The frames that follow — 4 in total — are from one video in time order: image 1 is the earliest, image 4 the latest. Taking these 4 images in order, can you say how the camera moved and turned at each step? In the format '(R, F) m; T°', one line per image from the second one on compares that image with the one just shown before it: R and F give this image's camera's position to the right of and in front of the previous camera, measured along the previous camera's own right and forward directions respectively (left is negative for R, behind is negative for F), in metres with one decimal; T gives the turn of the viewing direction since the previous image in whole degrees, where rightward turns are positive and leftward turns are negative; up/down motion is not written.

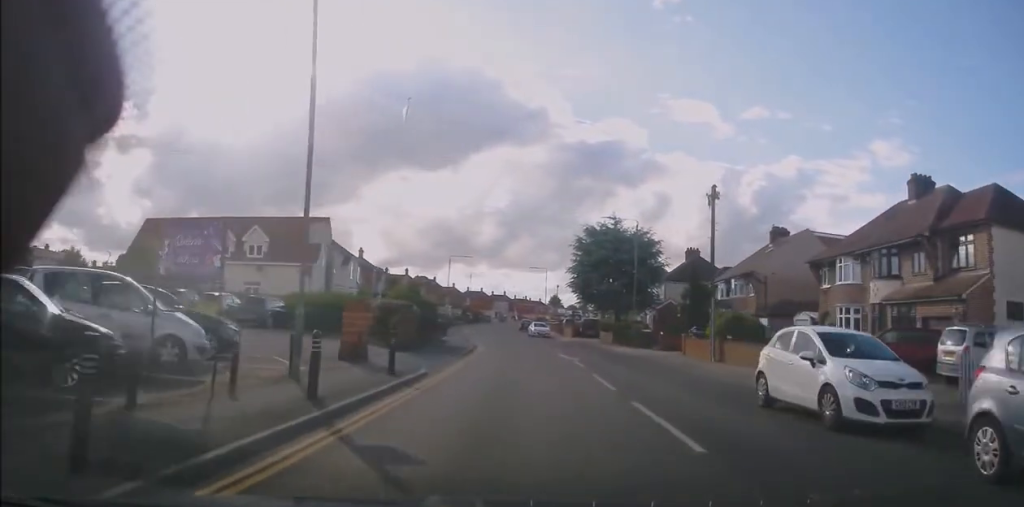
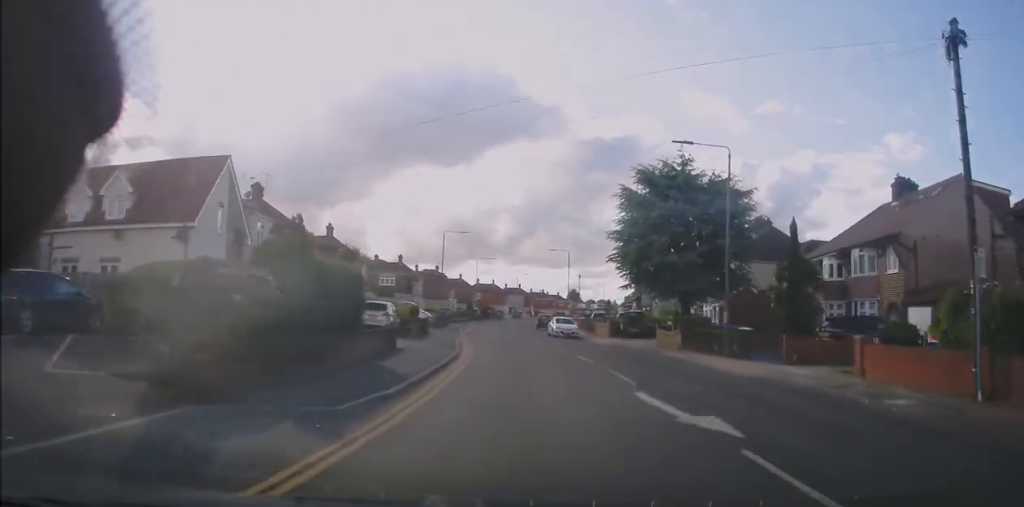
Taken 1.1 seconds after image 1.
(-0.3, +16.4) m; -1°
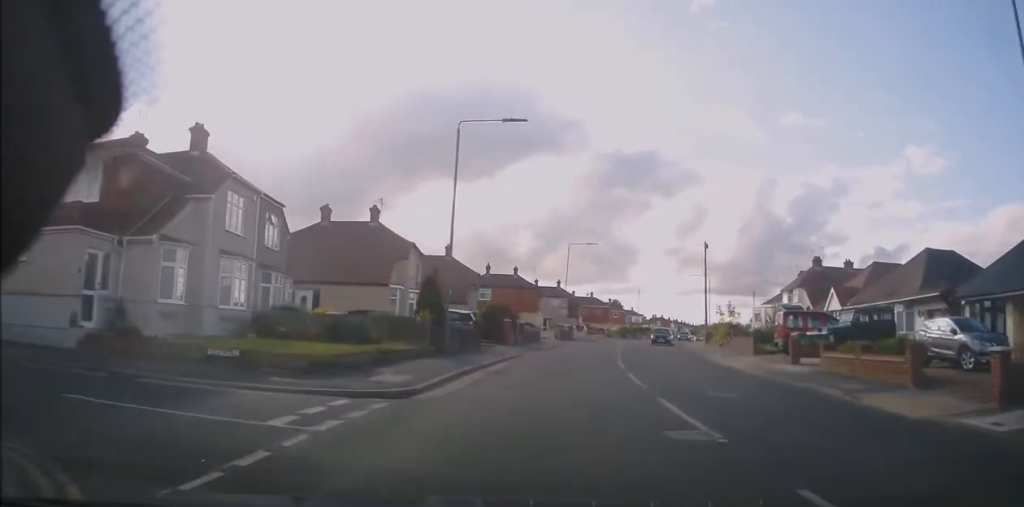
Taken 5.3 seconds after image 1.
(-2.3, +61.2) m; 0°
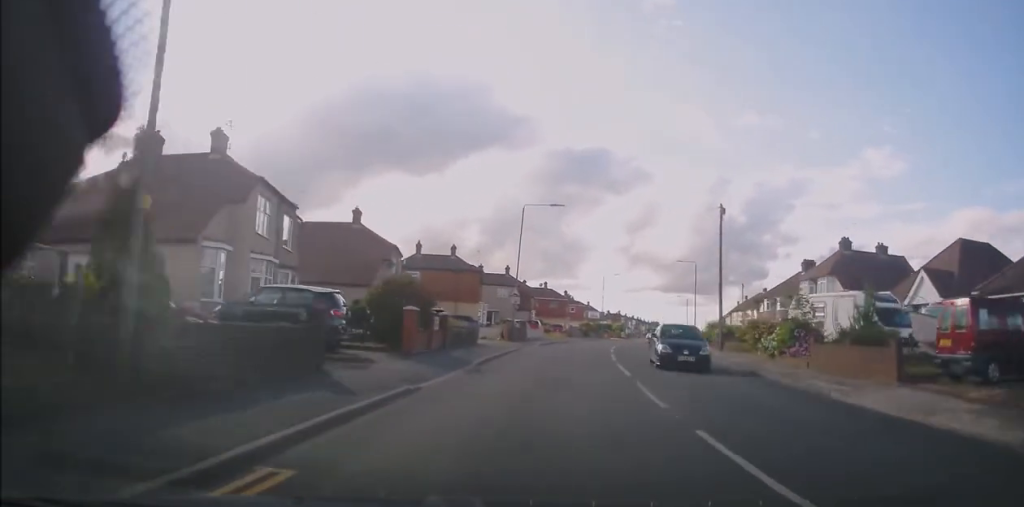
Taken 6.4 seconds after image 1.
(+0.6, +15.6) m; +5°
